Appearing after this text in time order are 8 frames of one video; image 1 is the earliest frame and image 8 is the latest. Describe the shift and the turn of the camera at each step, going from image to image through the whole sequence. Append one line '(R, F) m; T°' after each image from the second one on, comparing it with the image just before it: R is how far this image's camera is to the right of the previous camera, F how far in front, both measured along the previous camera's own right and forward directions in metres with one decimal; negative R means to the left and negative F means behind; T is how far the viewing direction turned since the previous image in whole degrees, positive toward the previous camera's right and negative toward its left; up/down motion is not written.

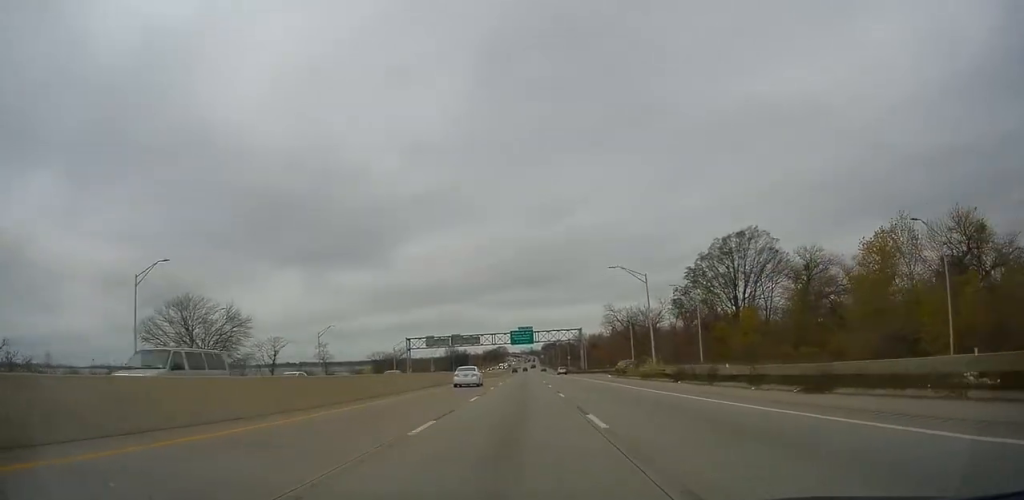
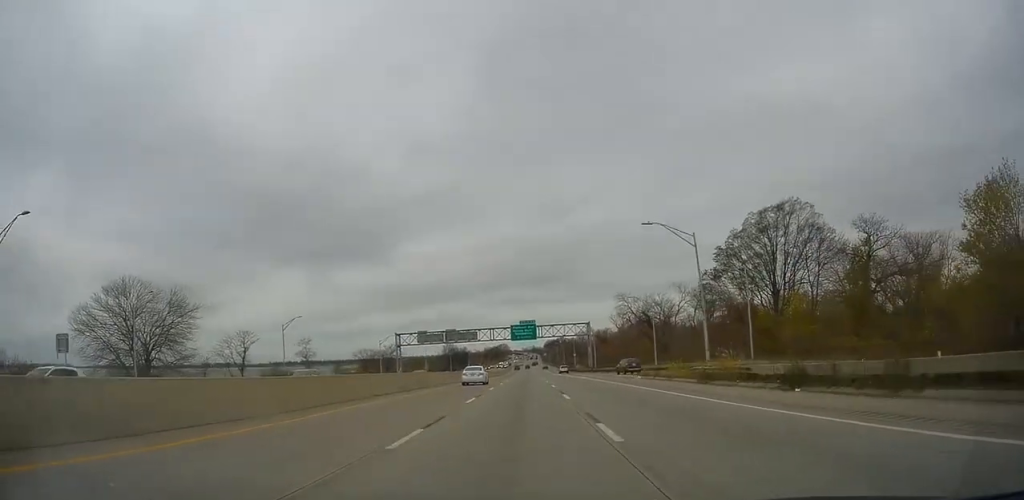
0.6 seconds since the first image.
(+0.1, +14.3) m; 0°
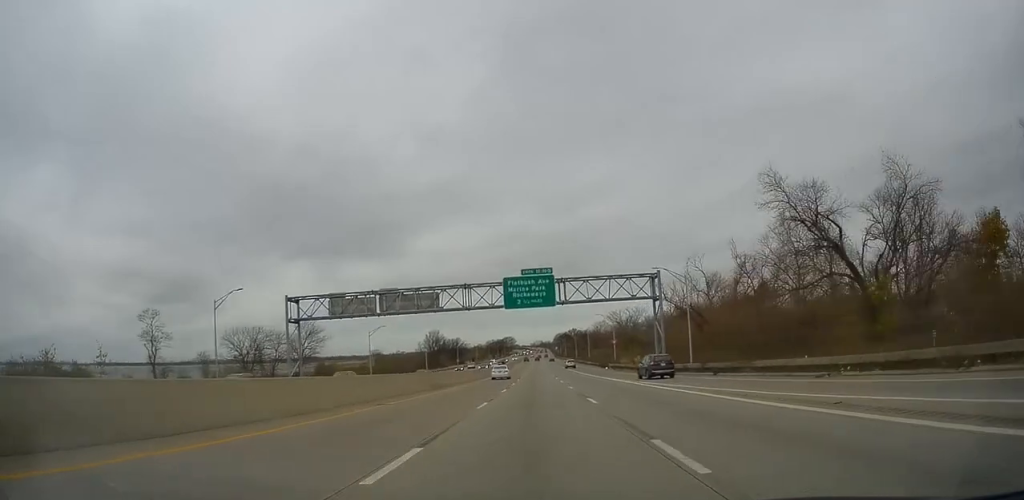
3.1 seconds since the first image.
(-0.7, +65.2) m; -1°
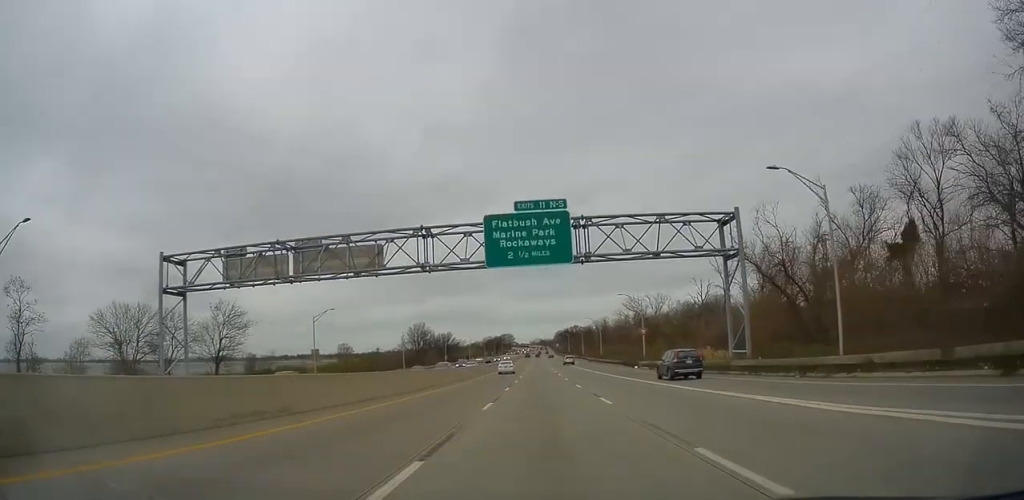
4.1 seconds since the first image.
(-0.3, +26.1) m; -1°
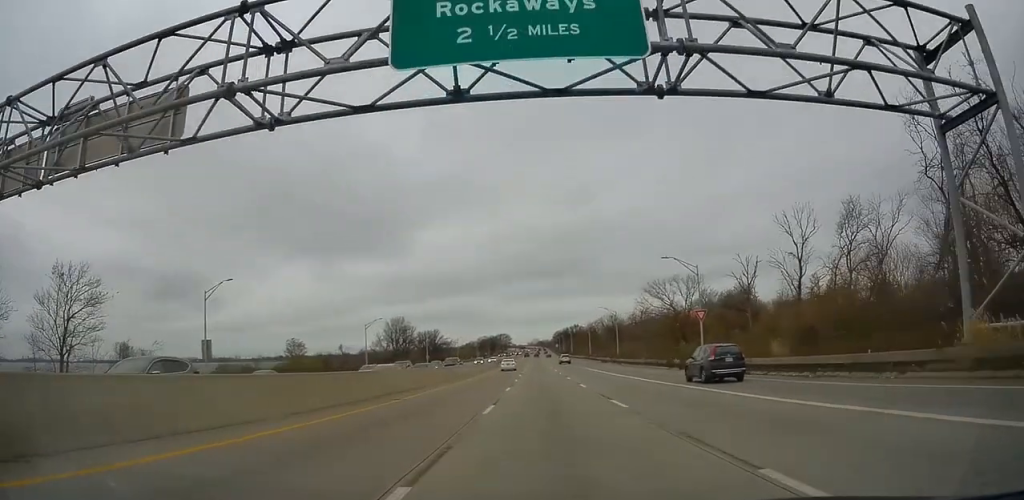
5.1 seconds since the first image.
(-0.1, +26.3) m; +1°
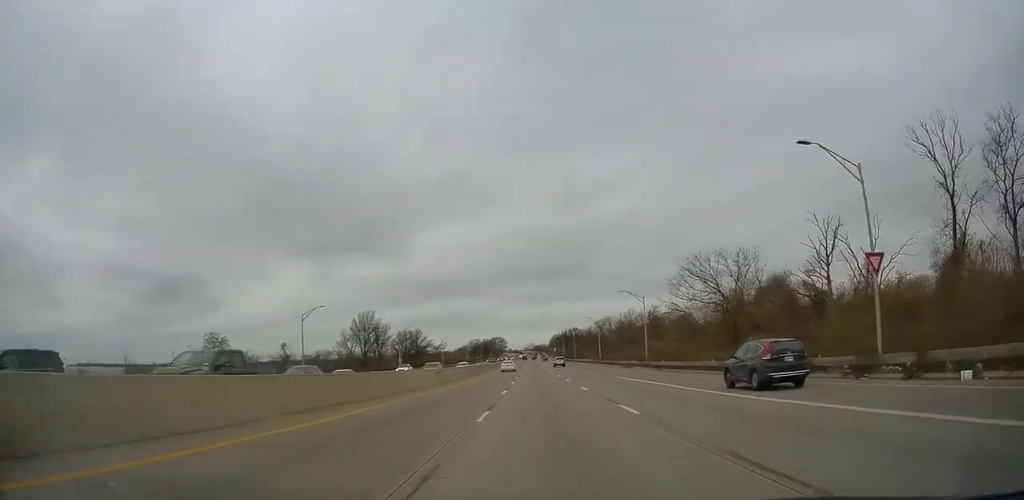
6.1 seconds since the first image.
(+0.4, +26.5) m; 0°
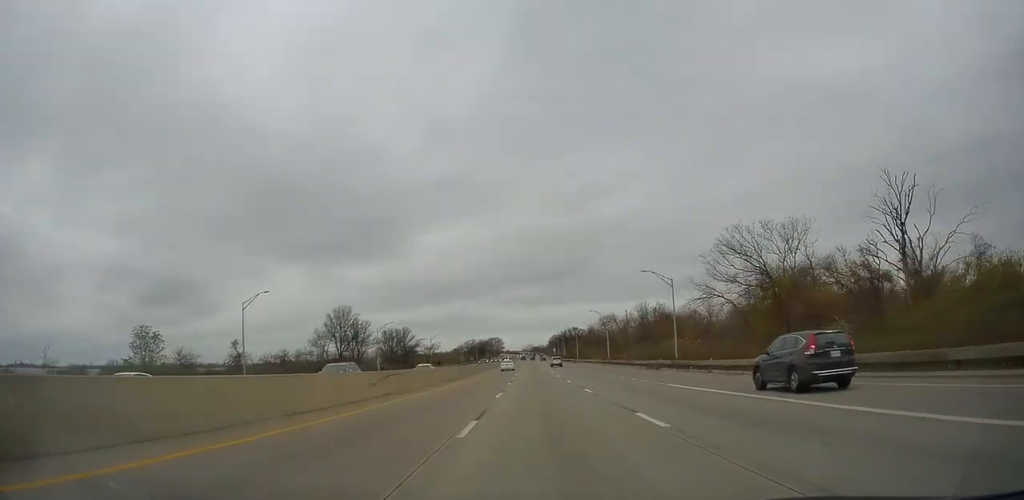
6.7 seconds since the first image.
(0.0, +15.2) m; 0°
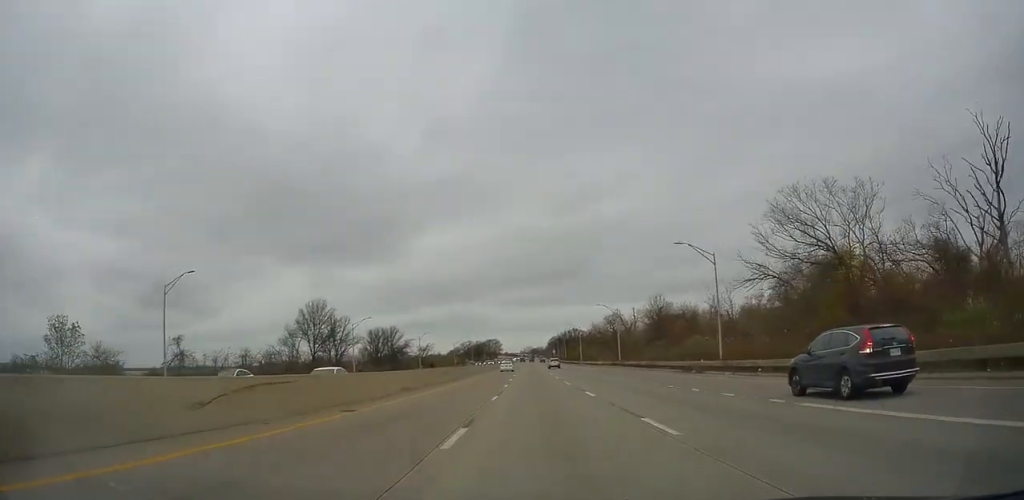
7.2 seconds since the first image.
(-0.2, +13.4) m; 0°
